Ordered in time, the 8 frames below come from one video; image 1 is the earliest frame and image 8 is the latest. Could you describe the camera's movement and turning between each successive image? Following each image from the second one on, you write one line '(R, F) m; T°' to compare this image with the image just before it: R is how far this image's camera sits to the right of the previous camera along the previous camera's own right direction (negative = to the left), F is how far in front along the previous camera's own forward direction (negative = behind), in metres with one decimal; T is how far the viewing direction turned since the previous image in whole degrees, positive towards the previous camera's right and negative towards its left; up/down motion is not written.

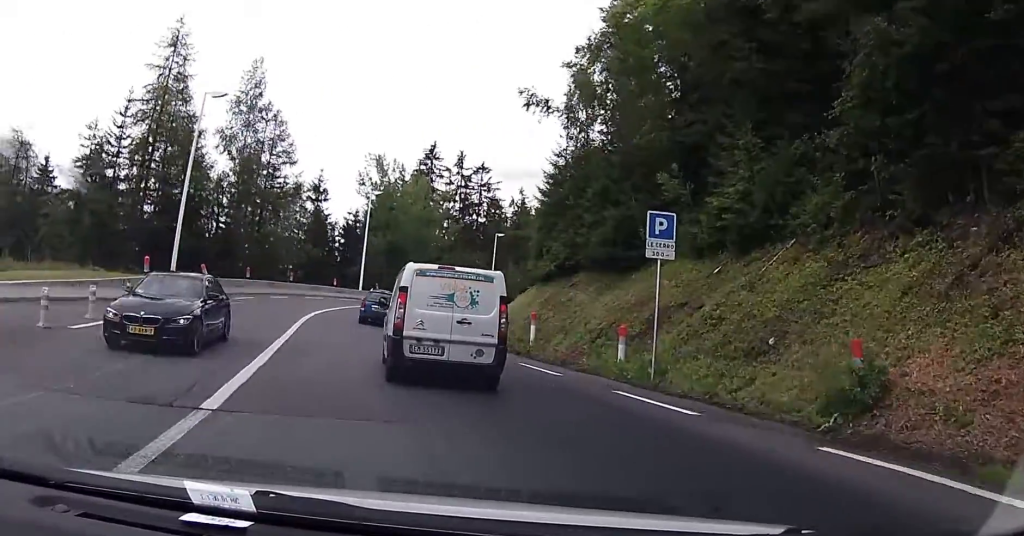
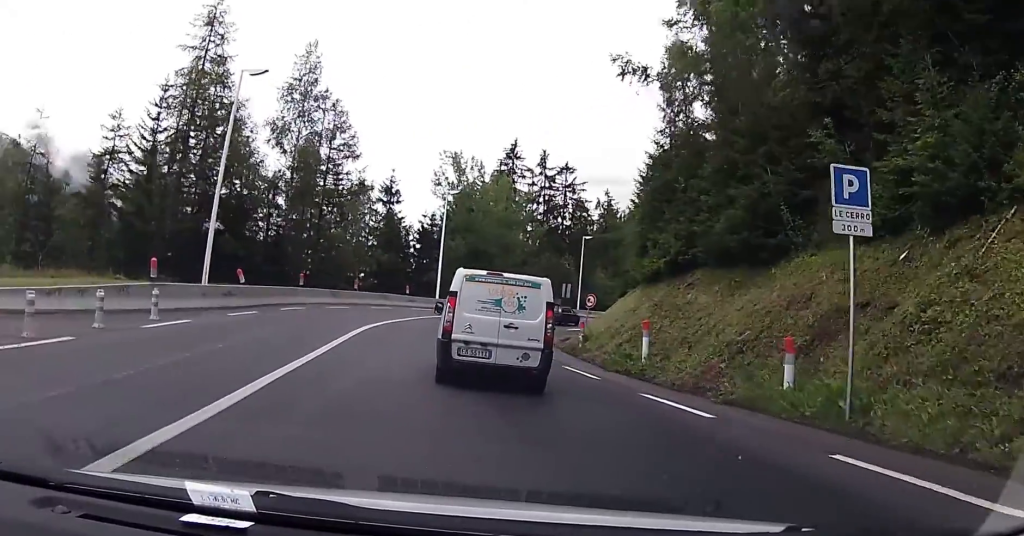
(-0.8, +5.7) m; -13°
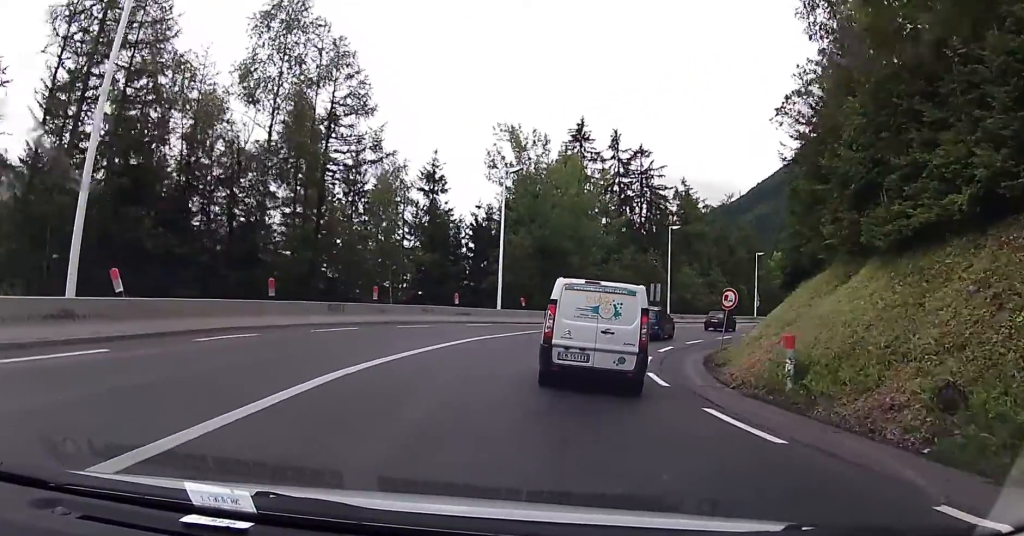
(-2.1, +14.8) m; -13°
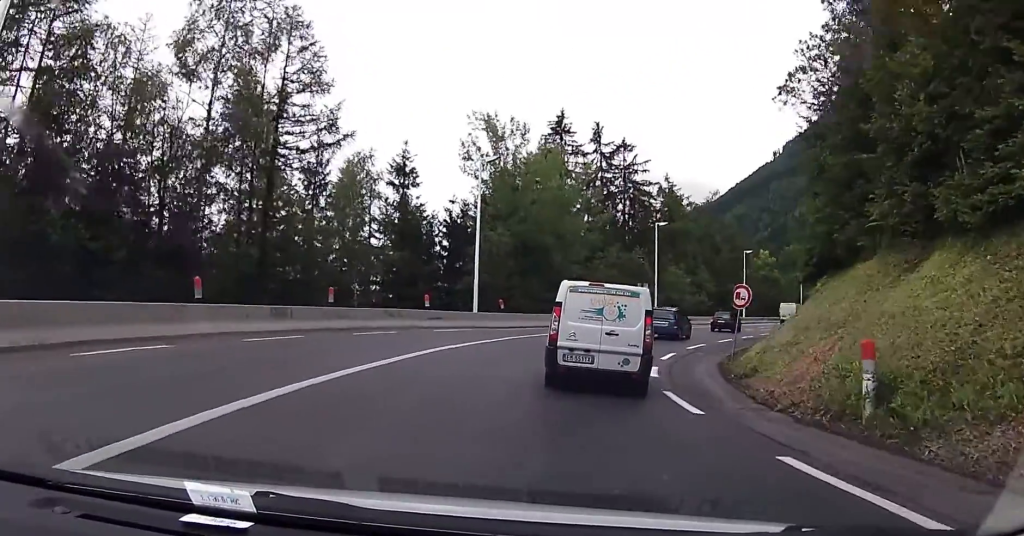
(-0.1, +4.1) m; -2°
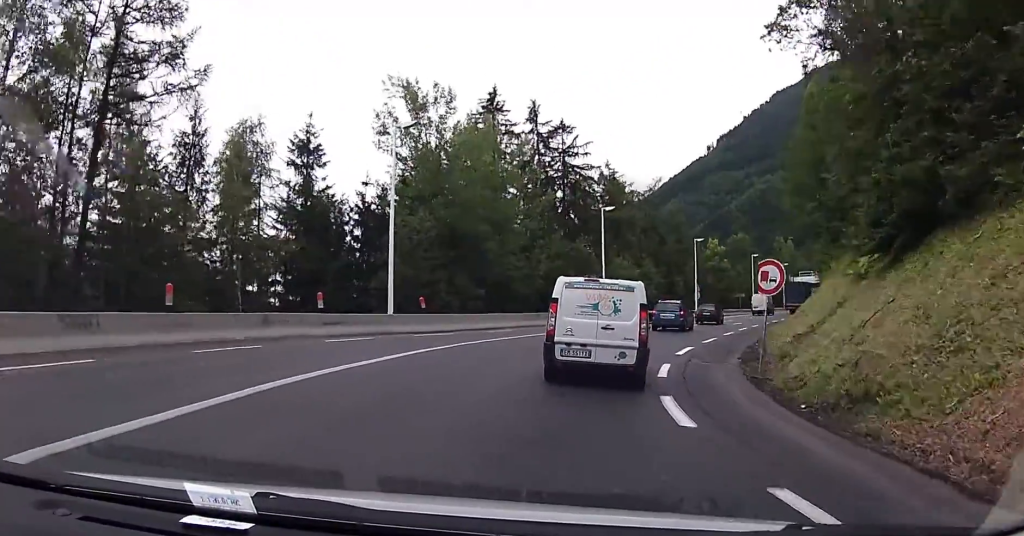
(-0.2, +8.2) m; -2°
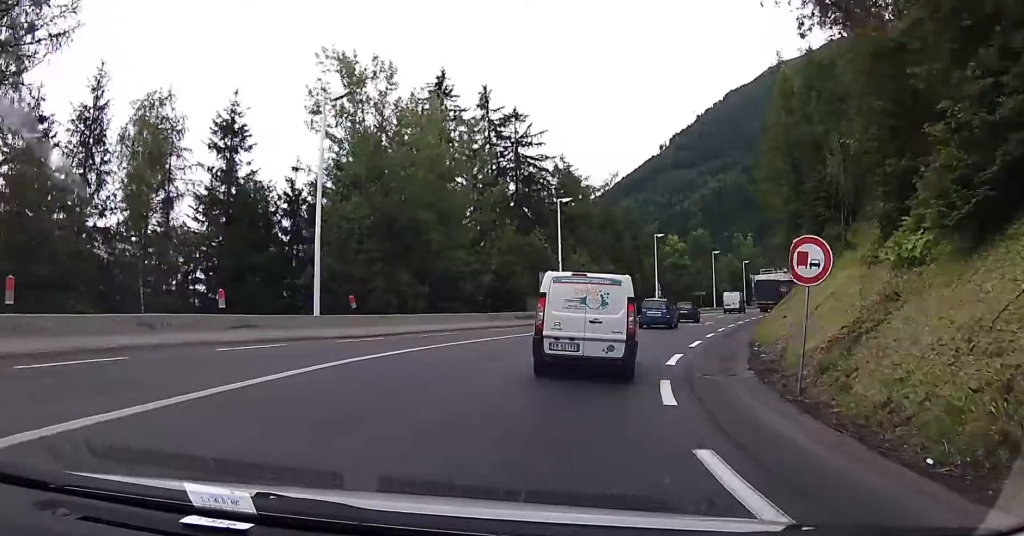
(0.0, +4.8) m; 0°
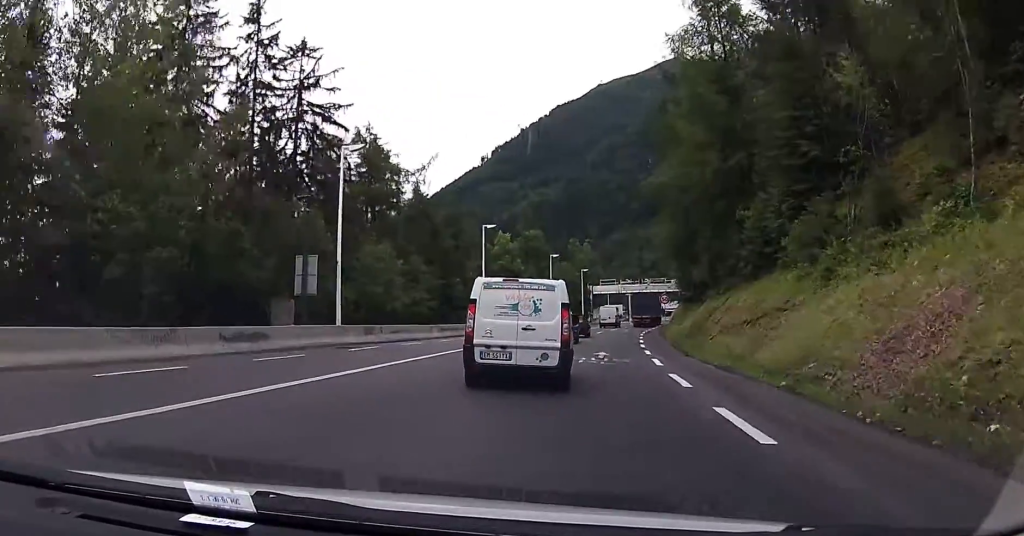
(+1.7, +21.6) m; +17°
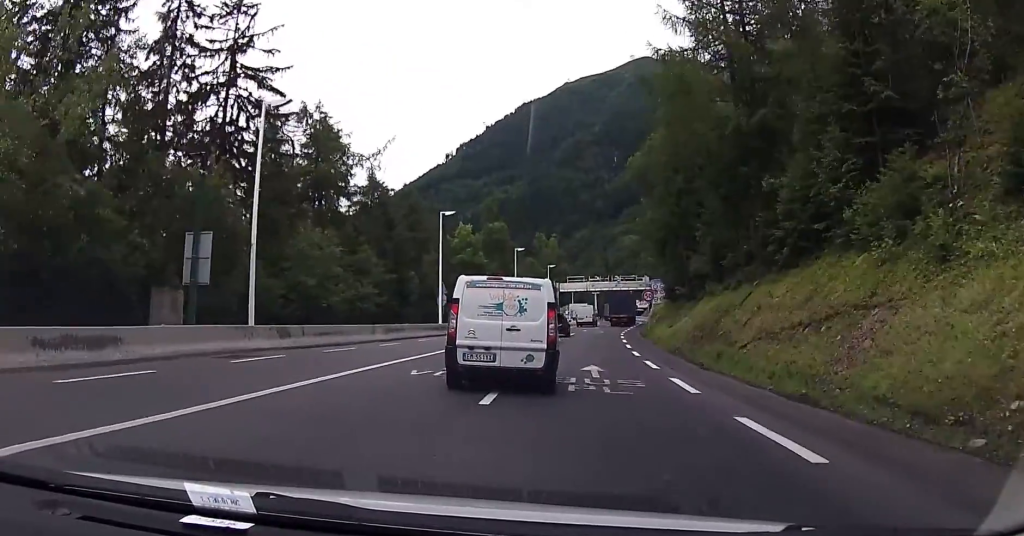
(+0.7, +7.4) m; +6°
